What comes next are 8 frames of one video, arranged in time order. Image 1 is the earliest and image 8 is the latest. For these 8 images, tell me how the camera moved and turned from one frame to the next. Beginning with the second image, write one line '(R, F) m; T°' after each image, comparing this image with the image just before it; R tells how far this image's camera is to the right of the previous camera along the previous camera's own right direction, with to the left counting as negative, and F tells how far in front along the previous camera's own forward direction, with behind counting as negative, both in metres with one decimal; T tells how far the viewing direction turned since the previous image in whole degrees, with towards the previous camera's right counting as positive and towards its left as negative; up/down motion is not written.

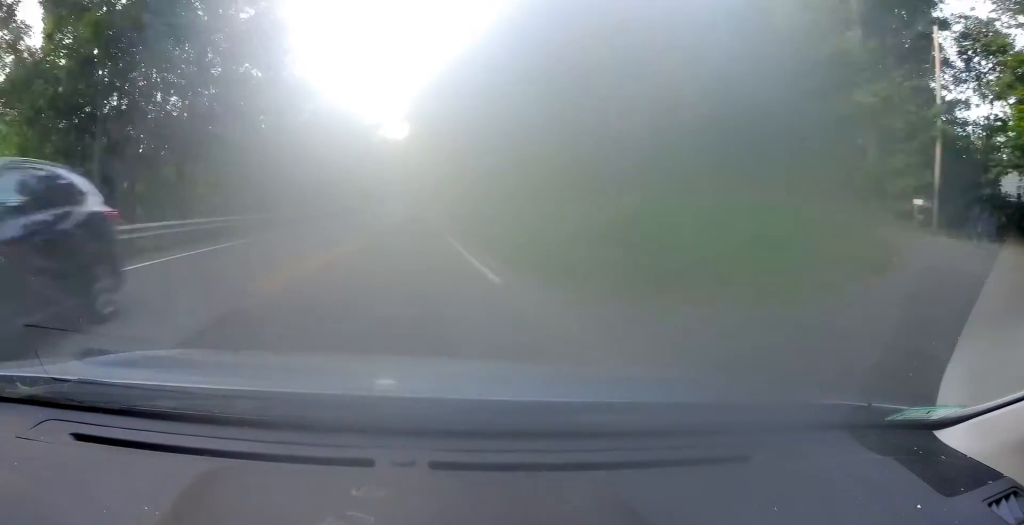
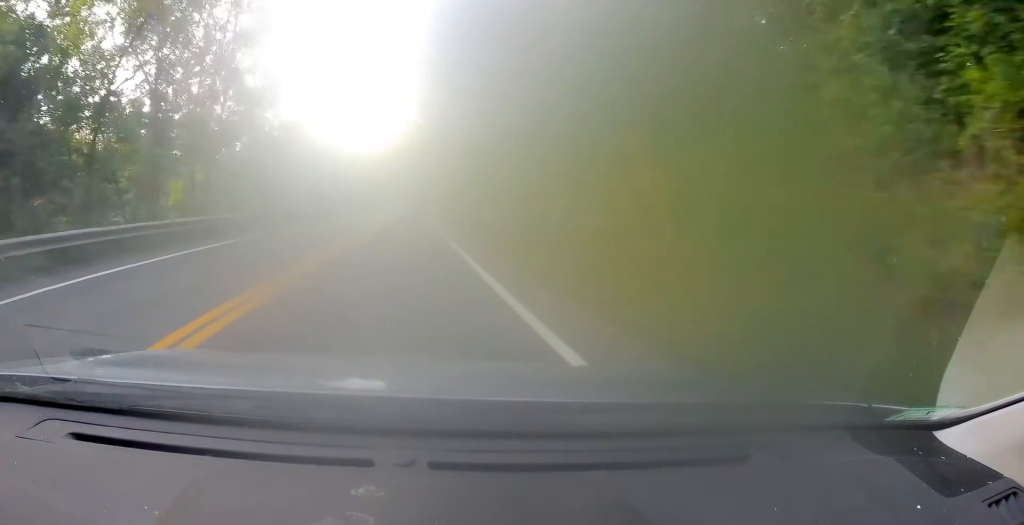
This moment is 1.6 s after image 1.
(+0.1, +32.2) m; 0°
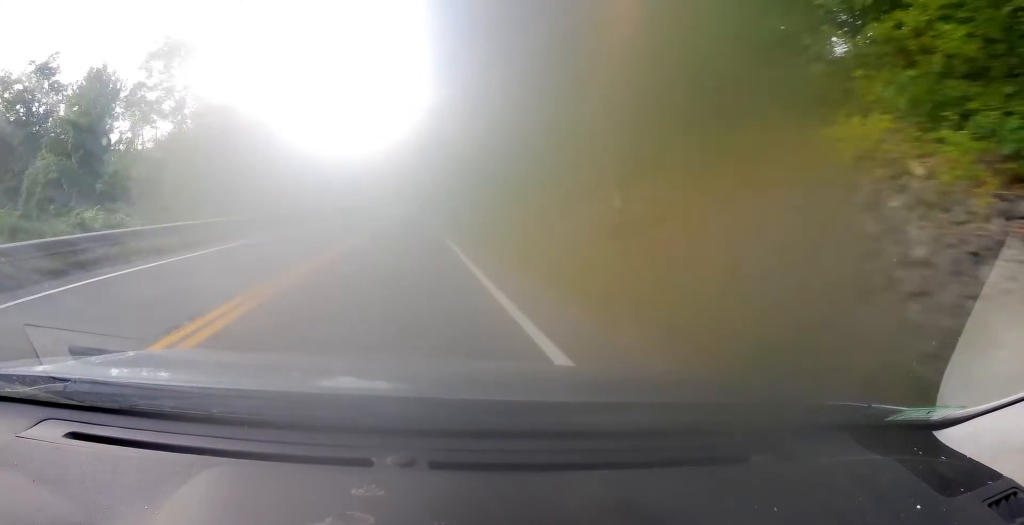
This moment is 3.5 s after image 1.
(-0.3, +39.9) m; +1°
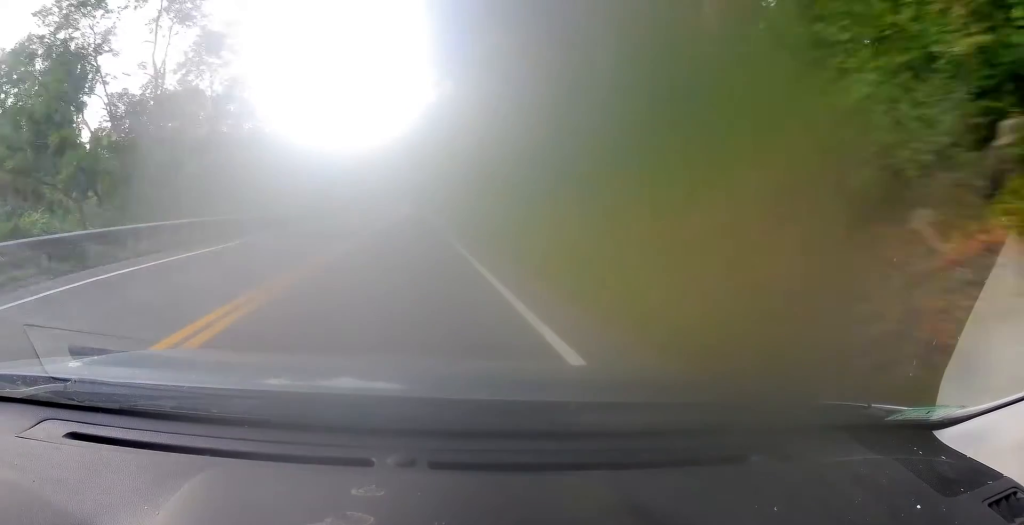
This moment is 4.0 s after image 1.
(+0.3, +10.4) m; +1°
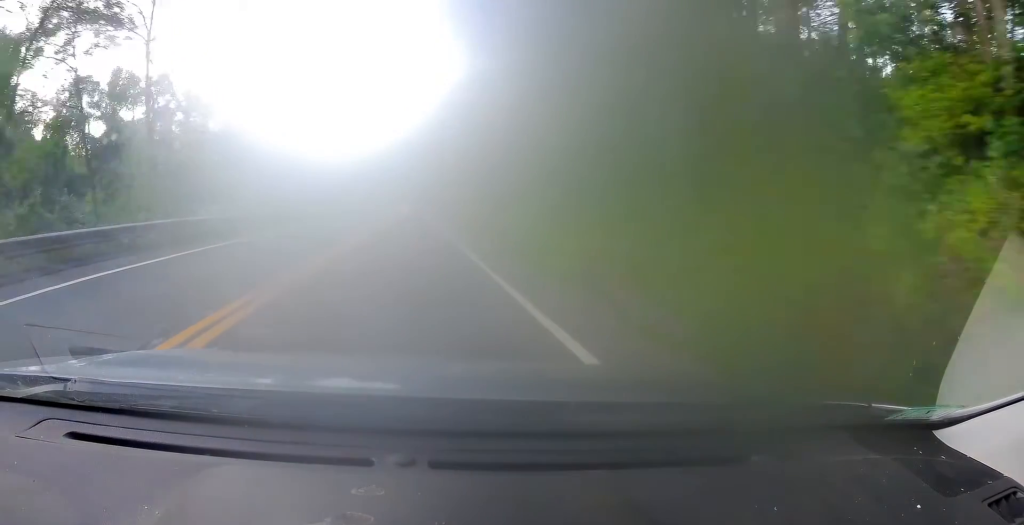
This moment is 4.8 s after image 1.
(+0.1, +15.4) m; 0°
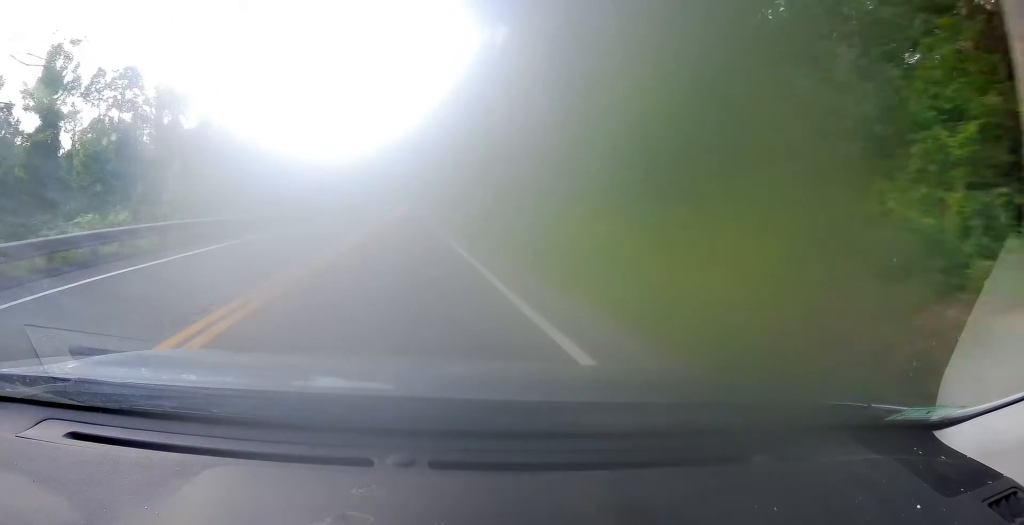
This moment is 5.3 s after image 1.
(-0.2, +11.2) m; 0°
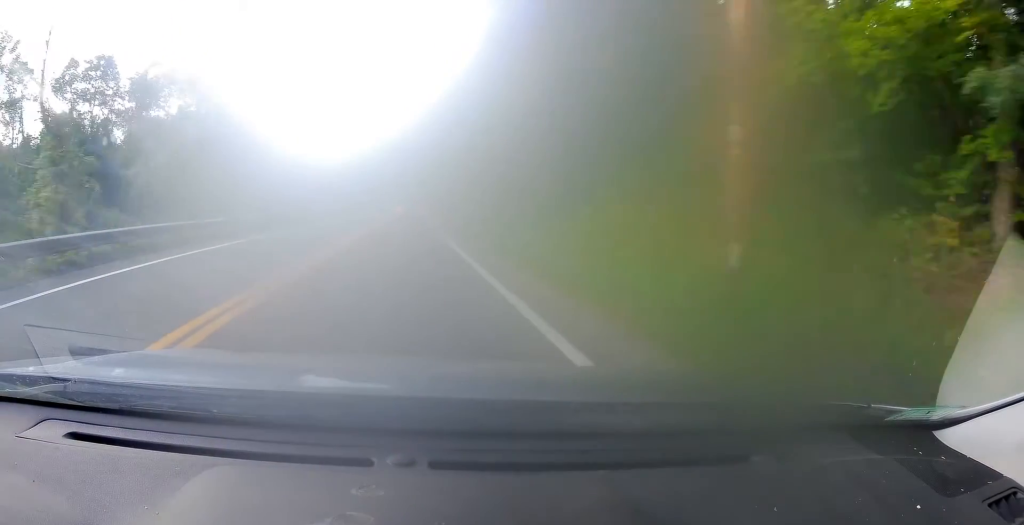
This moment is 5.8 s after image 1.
(+0.1, +9.8) m; -1°
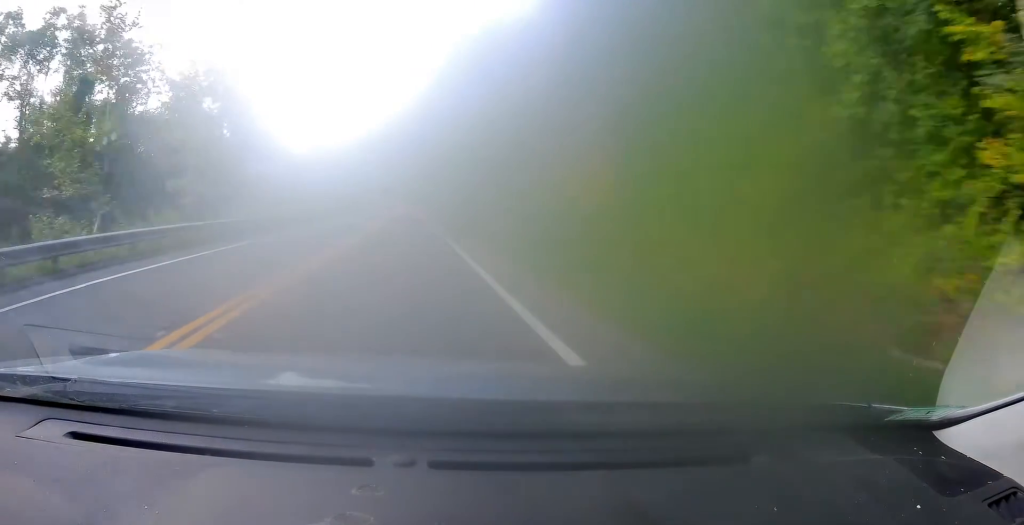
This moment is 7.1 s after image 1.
(-0.5, +27.9) m; -2°
